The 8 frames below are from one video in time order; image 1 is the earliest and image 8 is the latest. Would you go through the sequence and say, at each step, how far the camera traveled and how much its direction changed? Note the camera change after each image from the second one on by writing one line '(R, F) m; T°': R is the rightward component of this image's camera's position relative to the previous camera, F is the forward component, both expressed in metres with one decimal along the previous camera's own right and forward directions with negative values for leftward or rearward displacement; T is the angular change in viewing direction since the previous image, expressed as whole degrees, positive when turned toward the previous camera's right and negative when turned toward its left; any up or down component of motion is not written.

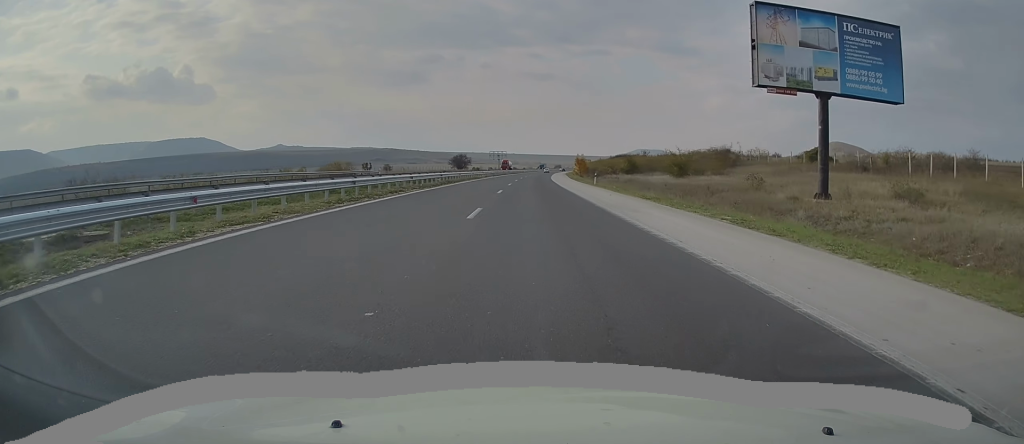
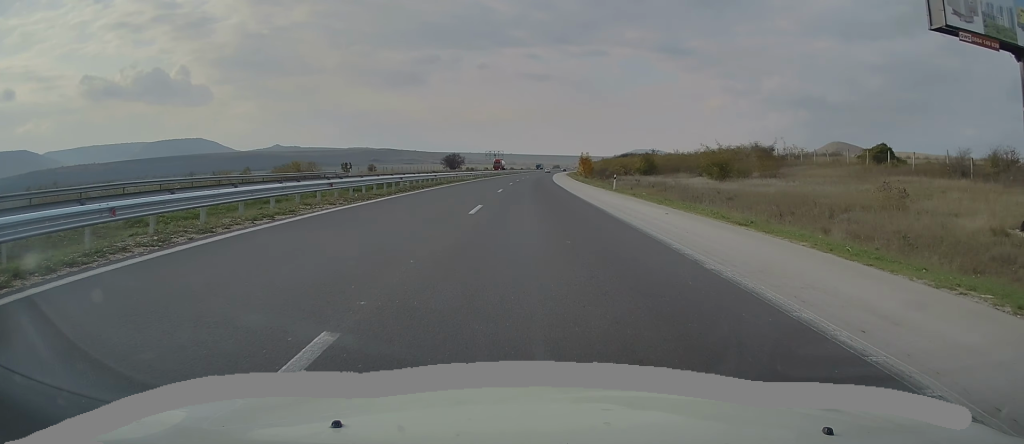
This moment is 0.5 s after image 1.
(0.0, +14.6) m; 0°
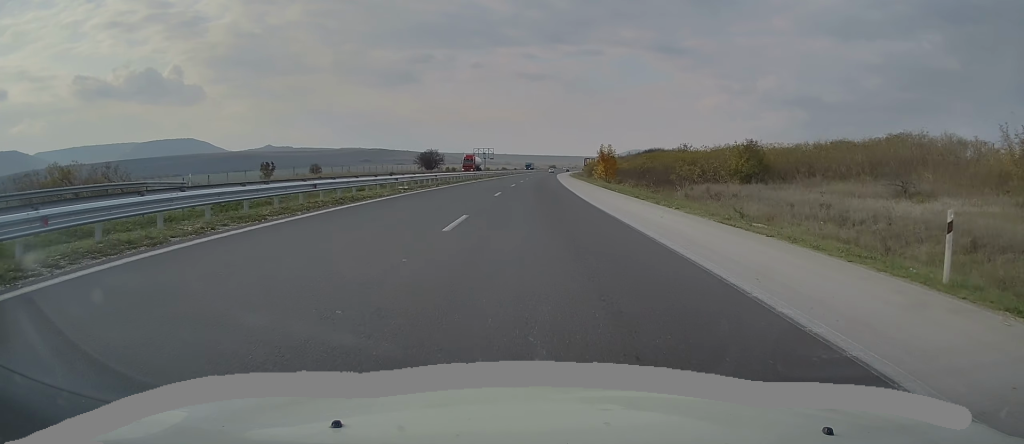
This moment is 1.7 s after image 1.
(+0.1, +37.5) m; 0°
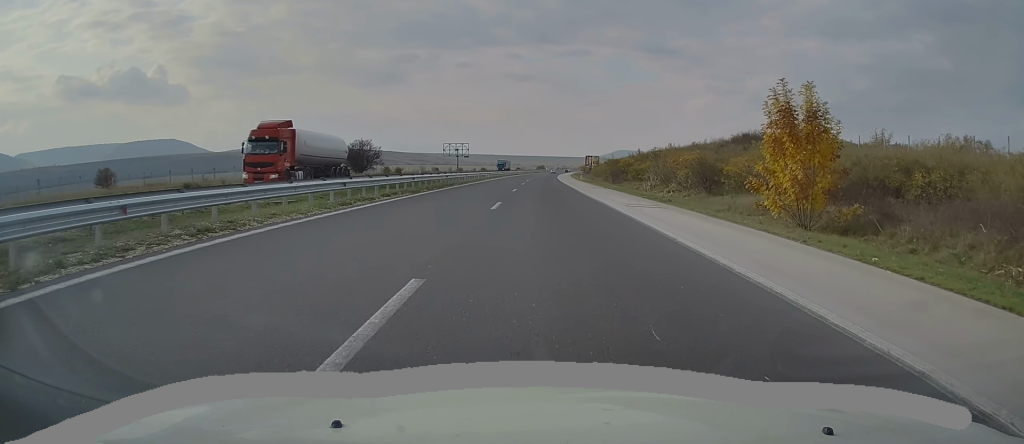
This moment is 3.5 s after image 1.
(+0.8, +58.3) m; +2°
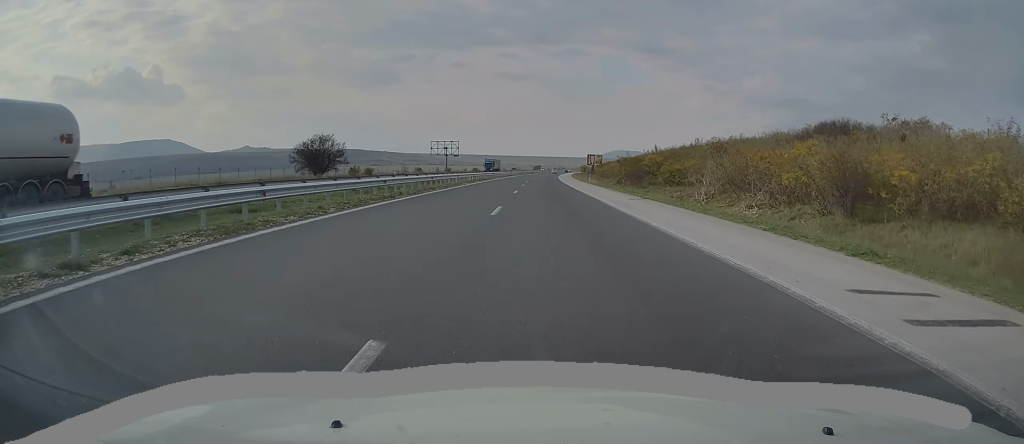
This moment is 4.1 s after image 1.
(-0.1, +18.7) m; 0°
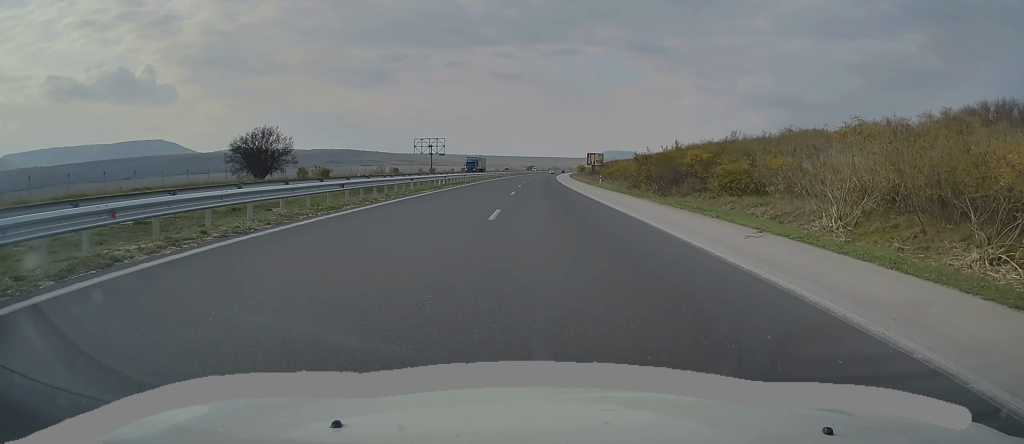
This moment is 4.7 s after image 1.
(0.0, +17.7) m; 0°
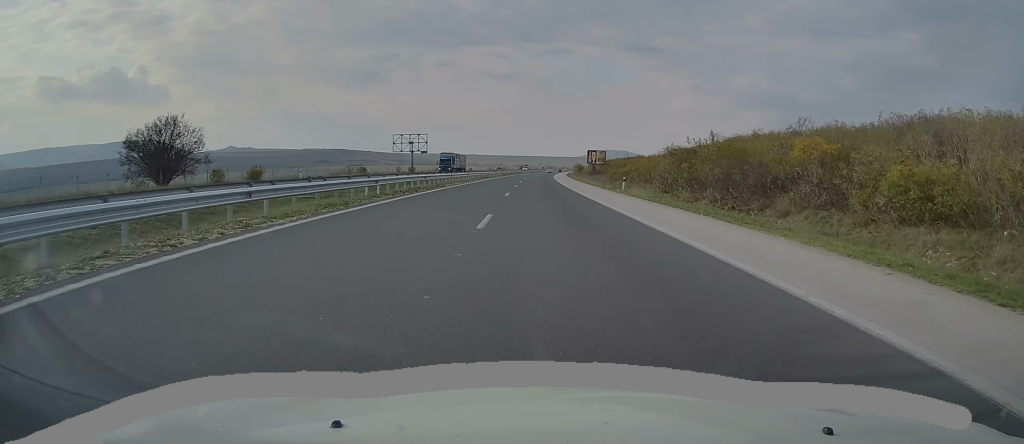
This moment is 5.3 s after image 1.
(+0.3, +18.7) m; +1°
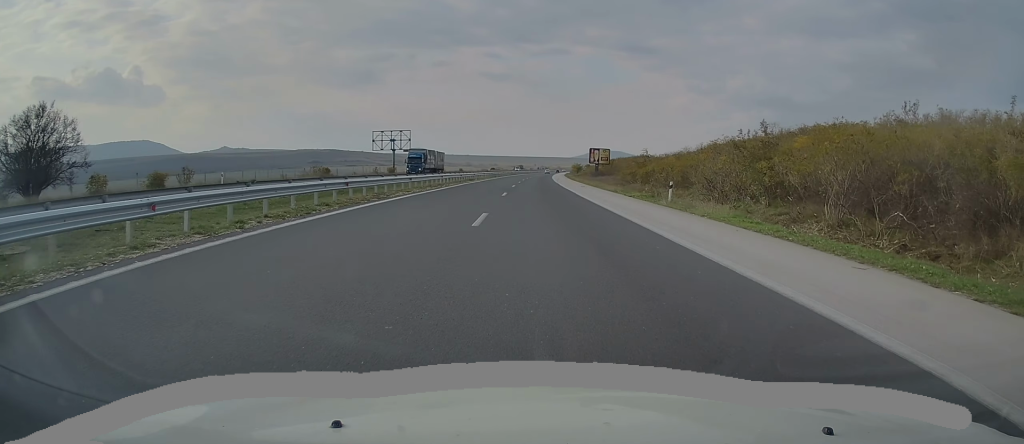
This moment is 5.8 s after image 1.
(+0.1, +15.7) m; 0°
